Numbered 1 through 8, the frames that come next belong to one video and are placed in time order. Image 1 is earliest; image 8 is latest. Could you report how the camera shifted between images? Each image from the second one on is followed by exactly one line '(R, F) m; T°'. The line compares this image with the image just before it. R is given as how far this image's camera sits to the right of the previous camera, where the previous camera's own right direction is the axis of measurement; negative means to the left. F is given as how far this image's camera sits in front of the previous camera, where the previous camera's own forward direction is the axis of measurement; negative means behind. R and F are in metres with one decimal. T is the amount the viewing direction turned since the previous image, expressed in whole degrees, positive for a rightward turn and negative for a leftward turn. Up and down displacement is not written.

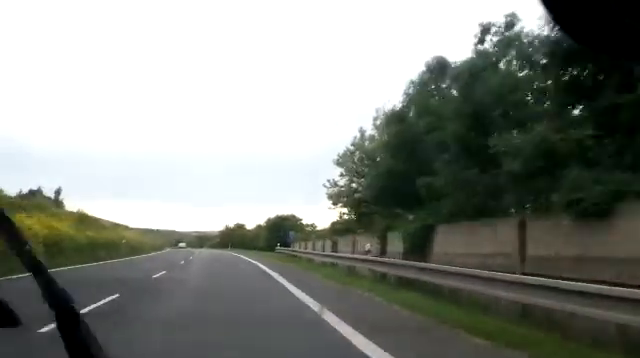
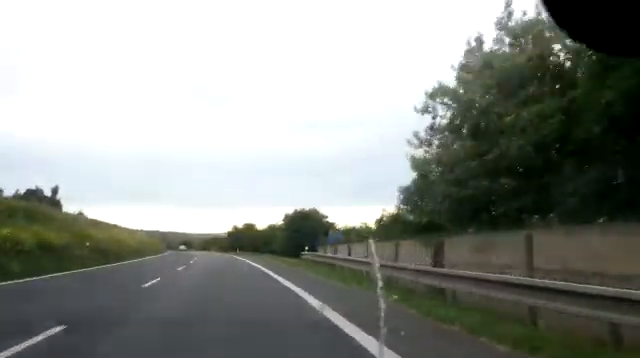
(0.0, +11.9) m; 0°
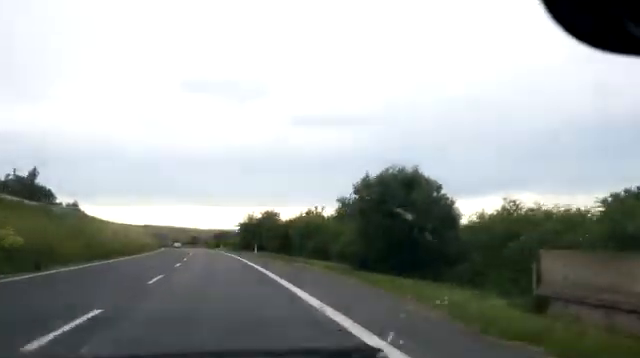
(-0.1, +26.3) m; -1°
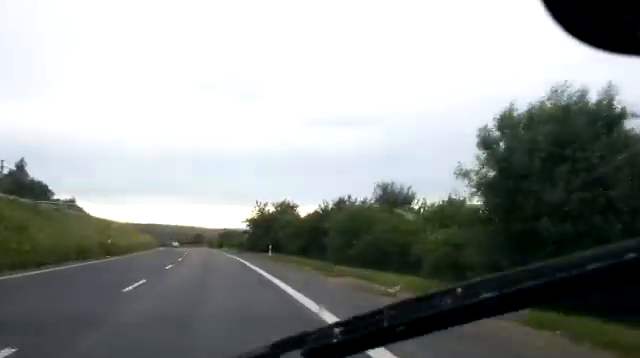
(+0.2, +11.9) m; -1°
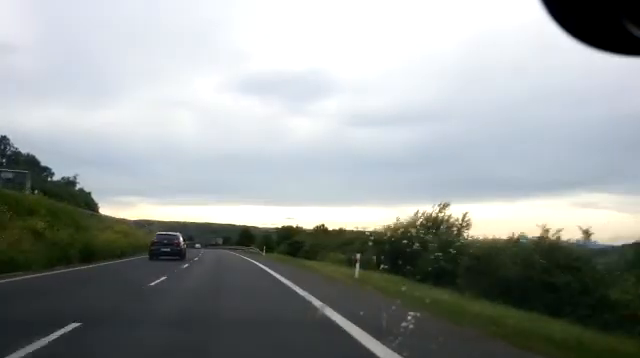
(-3.9, +62.7) m; -5°
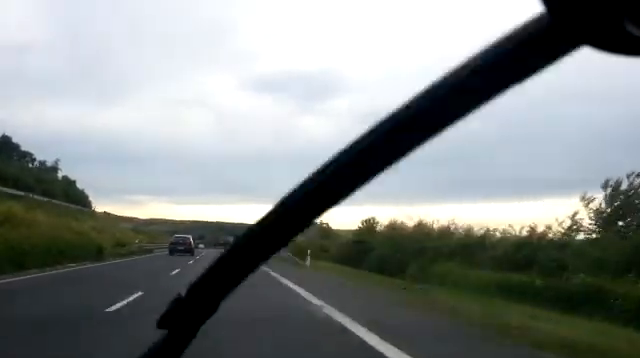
(-0.2, +23.0) m; -1°
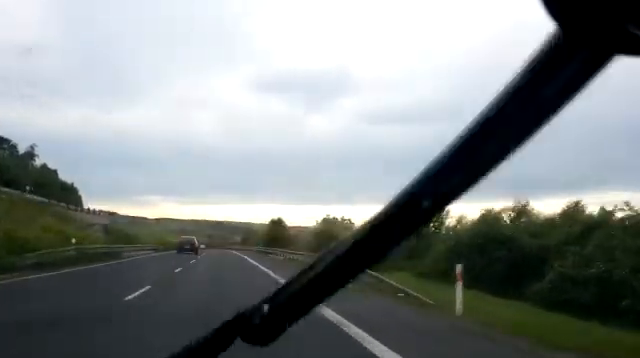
(-0.3, +16.5) m; -1°
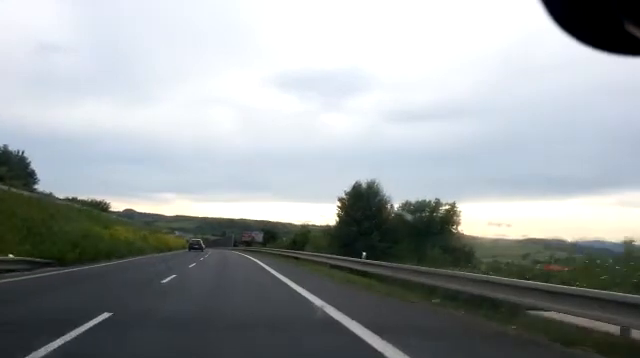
(-0.7, +41.5) m; -2°
